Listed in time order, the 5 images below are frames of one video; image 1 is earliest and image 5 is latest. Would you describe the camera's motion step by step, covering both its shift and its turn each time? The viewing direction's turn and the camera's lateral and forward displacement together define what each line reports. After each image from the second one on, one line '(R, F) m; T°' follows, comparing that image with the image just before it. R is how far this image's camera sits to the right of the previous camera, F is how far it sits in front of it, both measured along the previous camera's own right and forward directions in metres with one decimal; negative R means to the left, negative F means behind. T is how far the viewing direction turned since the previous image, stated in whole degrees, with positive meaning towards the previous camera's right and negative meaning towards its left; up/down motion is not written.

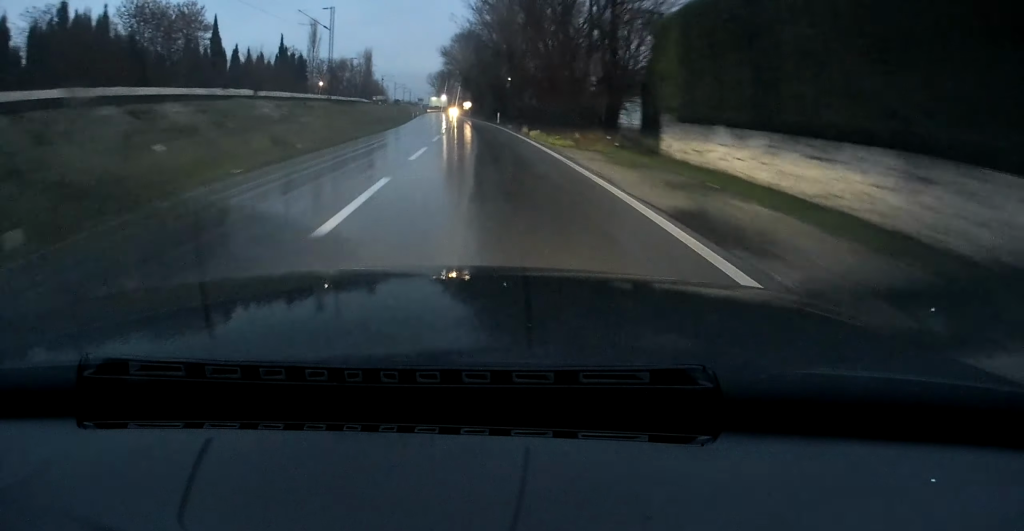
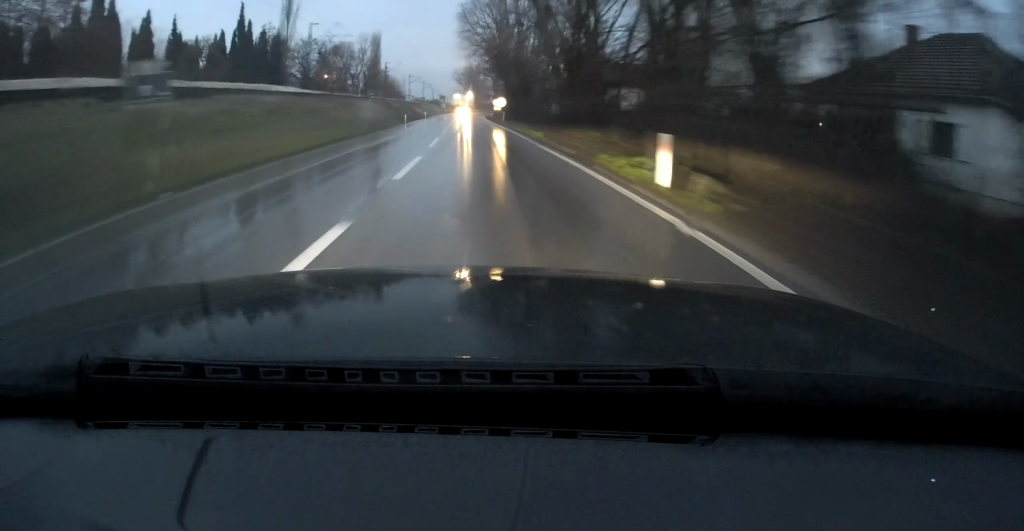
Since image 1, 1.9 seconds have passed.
(-0.7, +43.4) m; -2°
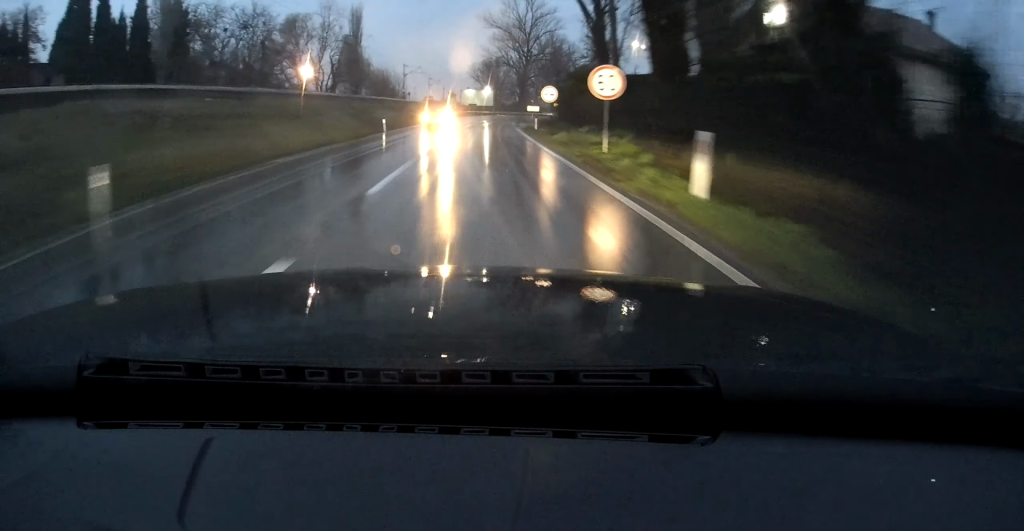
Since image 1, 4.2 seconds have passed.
(-1.1, +50.6) m; -1°
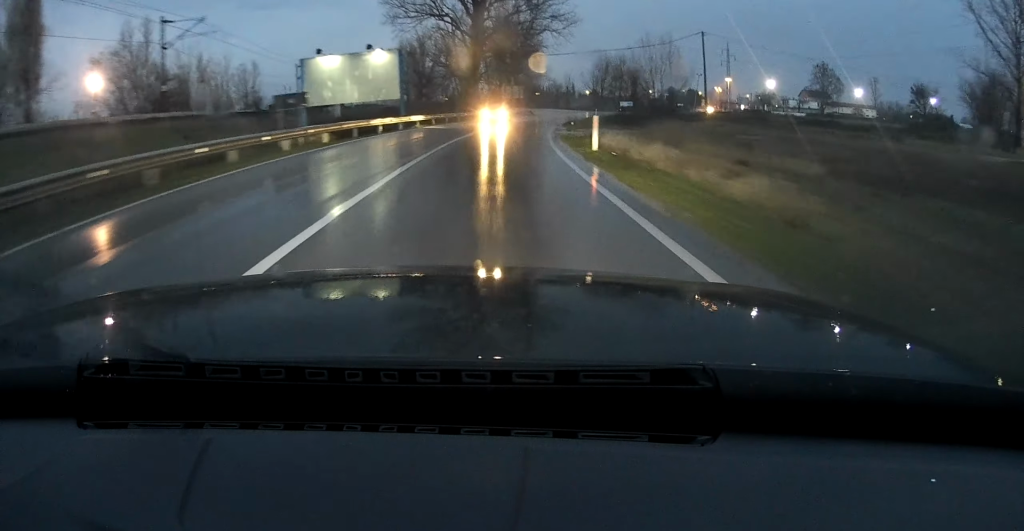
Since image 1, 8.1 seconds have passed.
(+2.8, +83.3) m; +7°
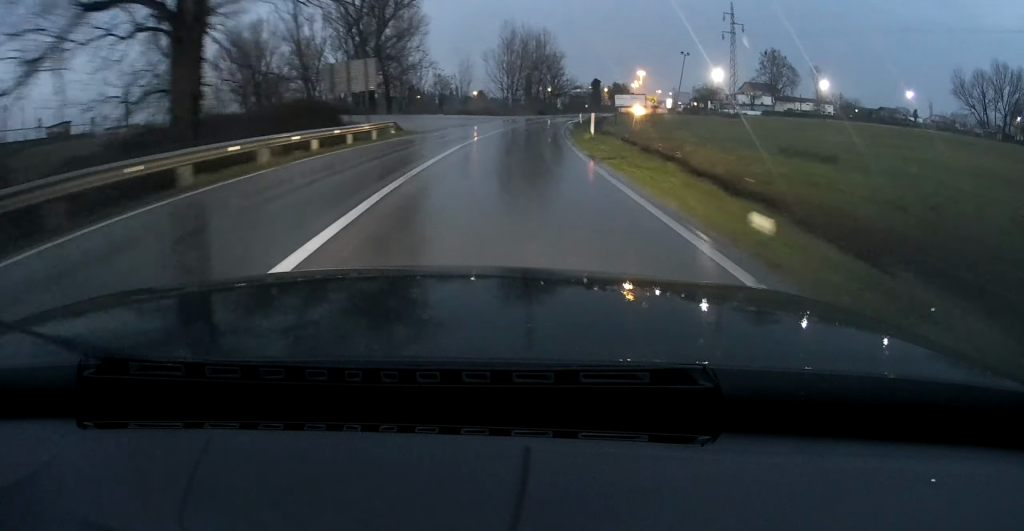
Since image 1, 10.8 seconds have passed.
(+4.1, +55.1) m; +10°
